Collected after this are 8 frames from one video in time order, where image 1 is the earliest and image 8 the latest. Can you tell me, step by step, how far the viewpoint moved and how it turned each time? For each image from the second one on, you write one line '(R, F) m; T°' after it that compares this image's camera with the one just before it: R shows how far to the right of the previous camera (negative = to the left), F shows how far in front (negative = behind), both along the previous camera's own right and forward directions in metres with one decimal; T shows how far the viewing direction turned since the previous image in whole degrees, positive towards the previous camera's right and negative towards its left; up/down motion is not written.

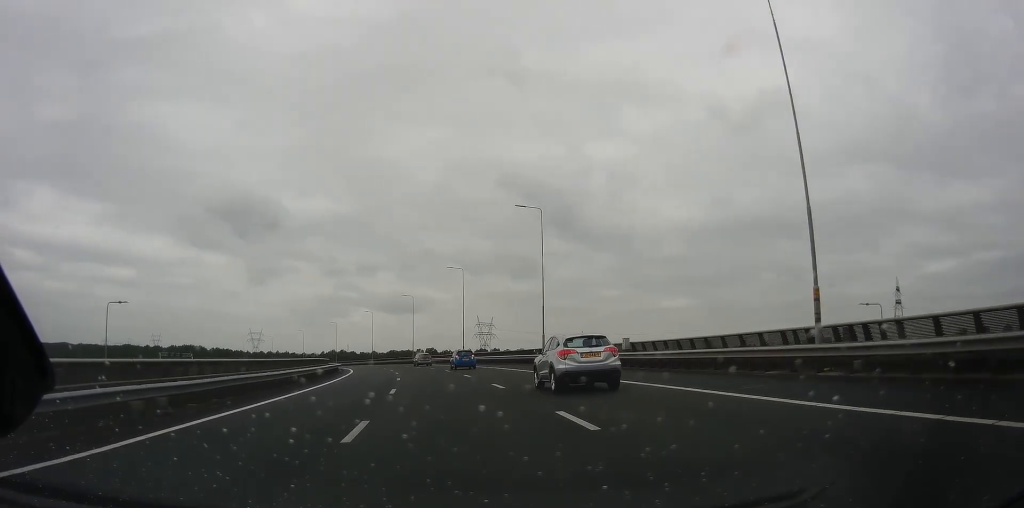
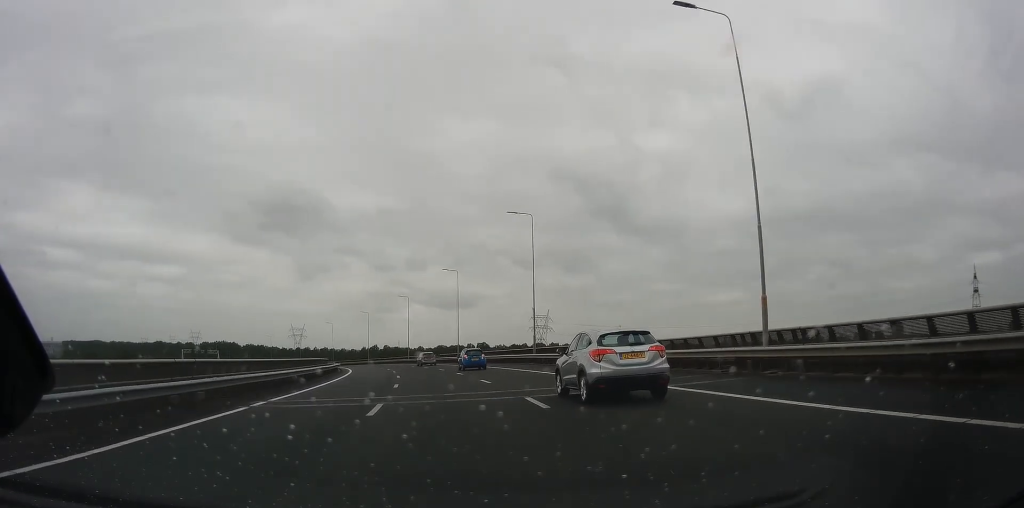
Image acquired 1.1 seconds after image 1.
(-1.9, +31.7) m; -5°
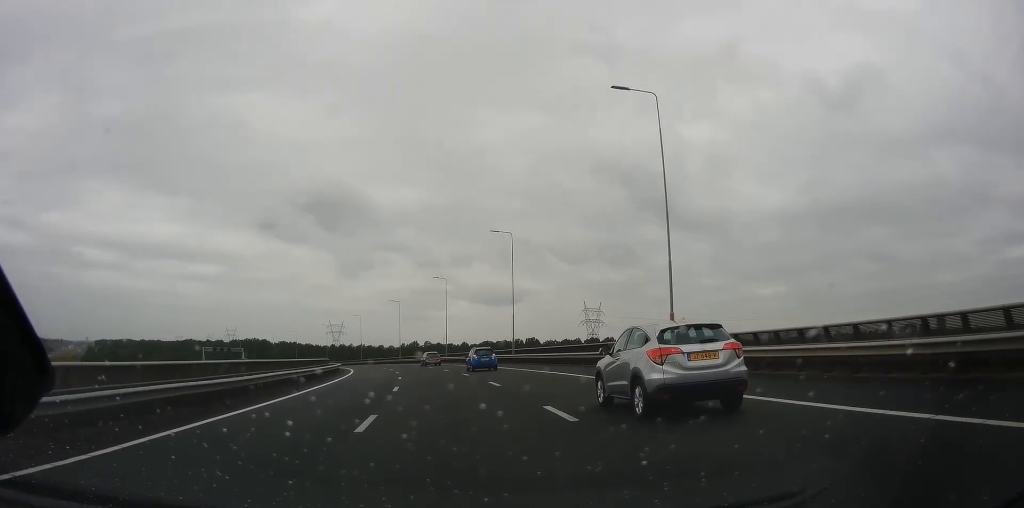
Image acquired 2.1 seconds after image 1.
(-0.9, +26.2) m; -5°
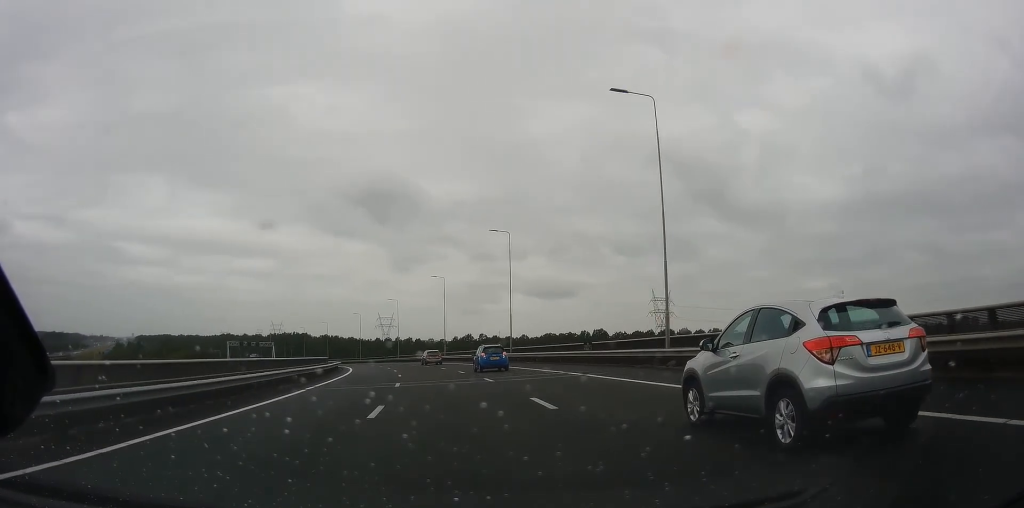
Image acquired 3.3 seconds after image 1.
(-2.1, +33.7) m; -6°
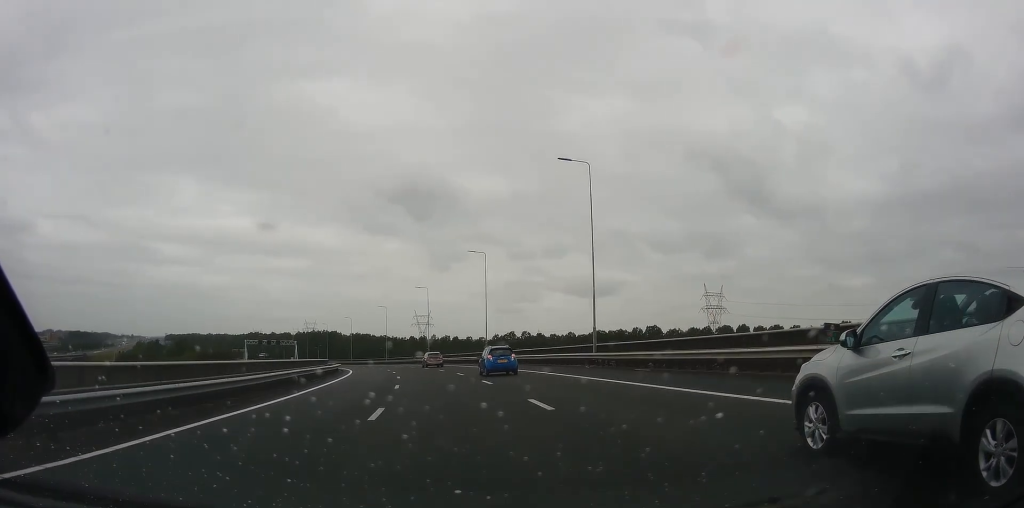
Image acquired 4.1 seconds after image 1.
(+0.3, +24.5) m; -4°
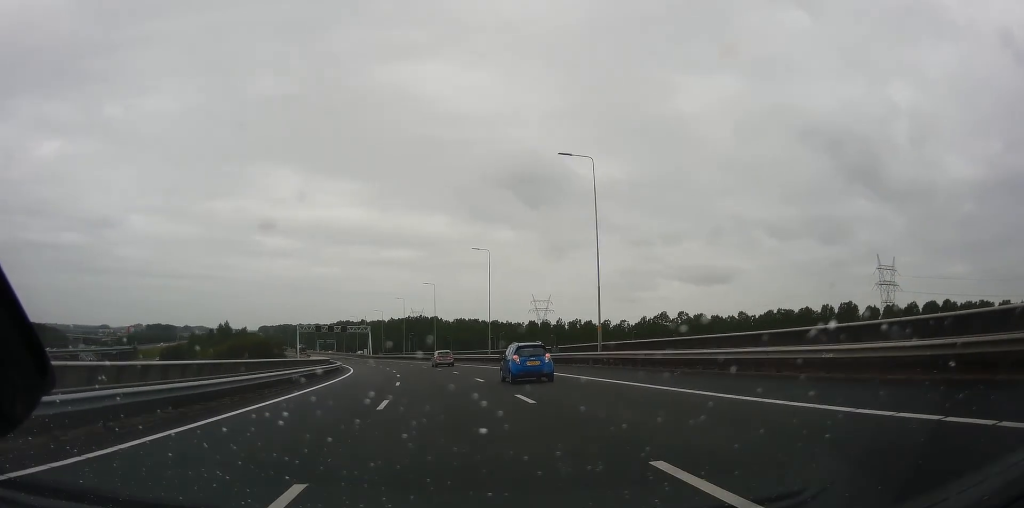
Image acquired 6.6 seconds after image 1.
(-7.2, +69.5) m; -8°
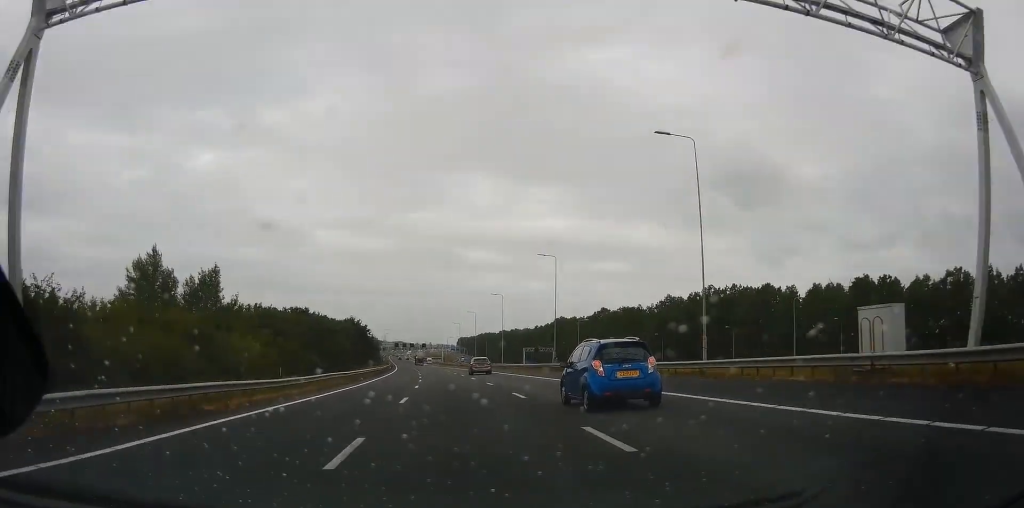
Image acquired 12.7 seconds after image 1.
(-34.4, +168.4) m; -20°
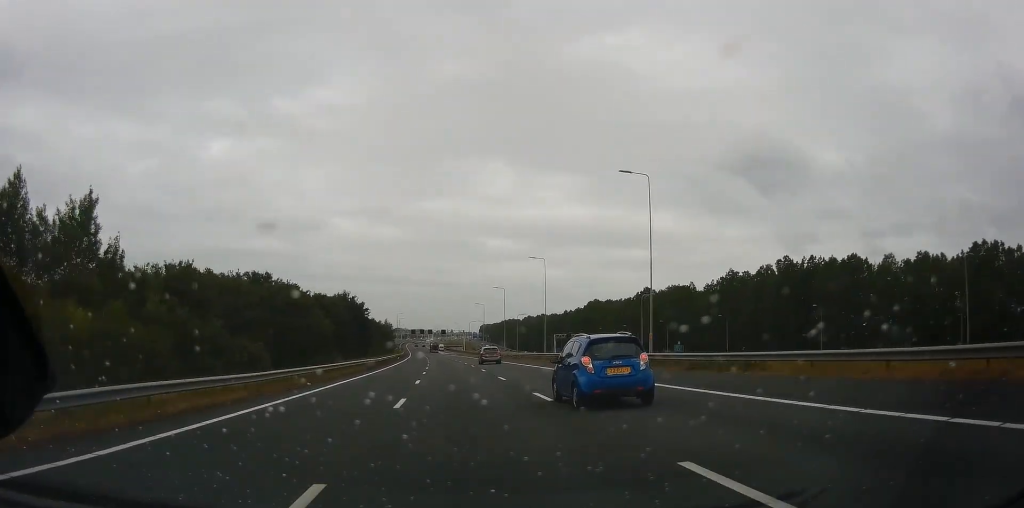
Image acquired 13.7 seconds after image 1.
(+0.2, +28.7) m; -1°
